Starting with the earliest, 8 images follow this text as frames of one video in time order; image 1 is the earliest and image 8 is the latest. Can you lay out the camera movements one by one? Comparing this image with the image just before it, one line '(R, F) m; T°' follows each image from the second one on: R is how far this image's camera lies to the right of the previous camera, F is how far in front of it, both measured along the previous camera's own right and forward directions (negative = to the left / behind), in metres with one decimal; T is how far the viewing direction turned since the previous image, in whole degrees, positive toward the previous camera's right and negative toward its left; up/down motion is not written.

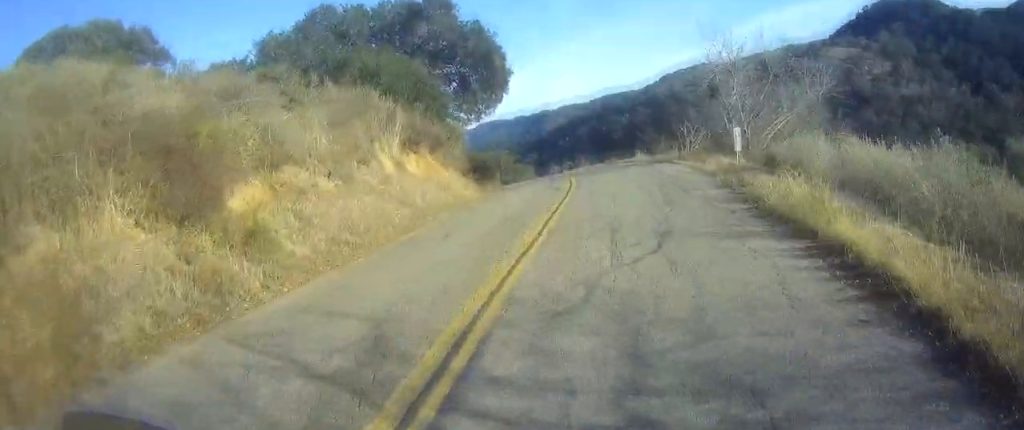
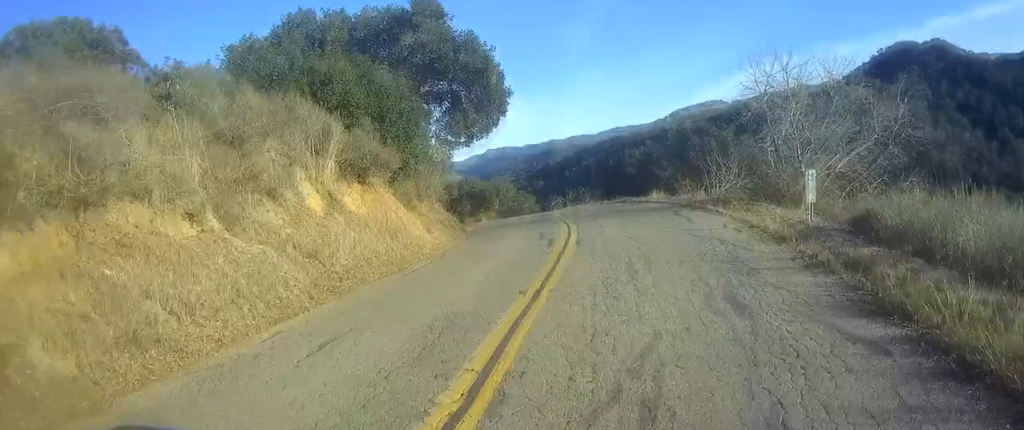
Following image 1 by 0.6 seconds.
(+0.4, +5.9) m; +7°
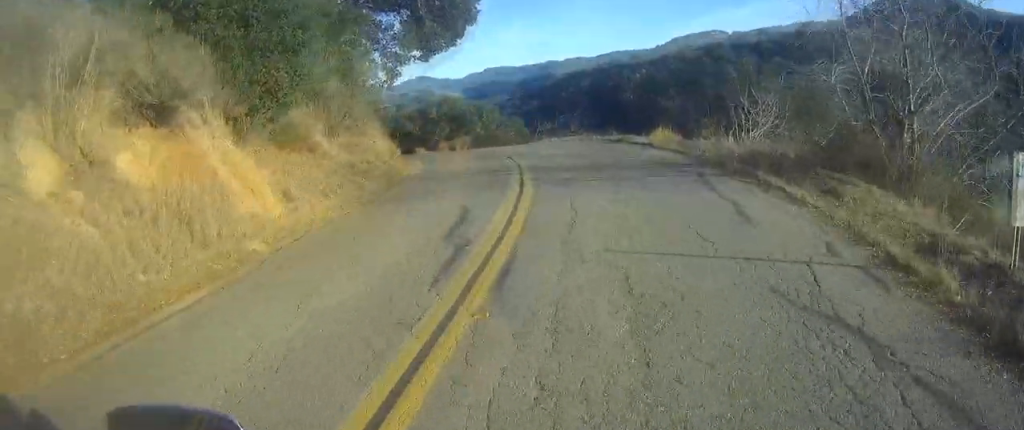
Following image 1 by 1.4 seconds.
(+0.5, +7.6) m; +5°
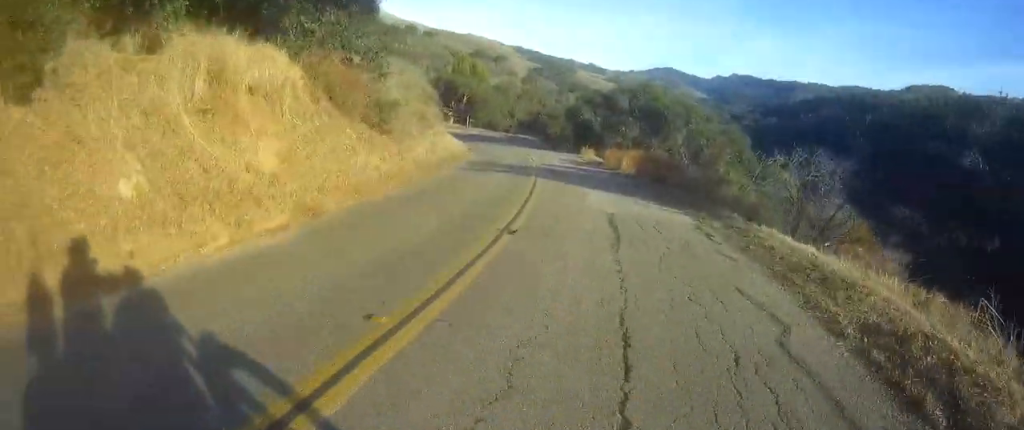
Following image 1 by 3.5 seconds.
(-1.1, +21.4) m; -10°
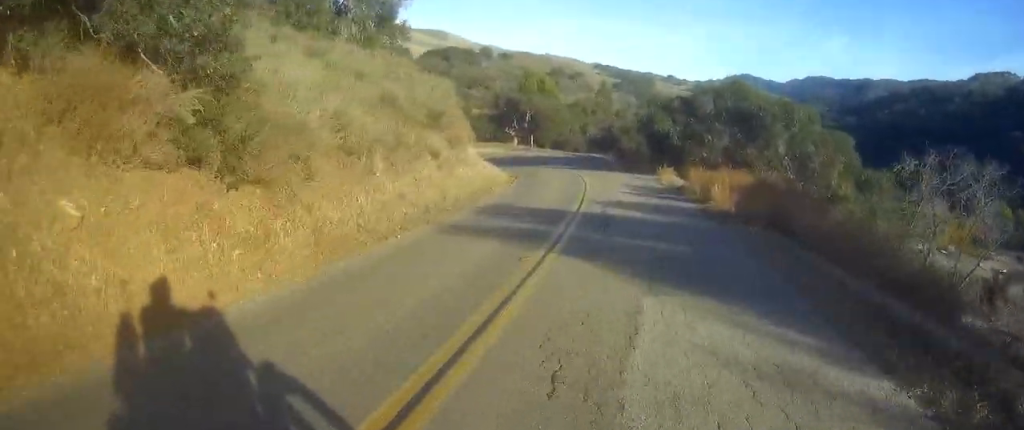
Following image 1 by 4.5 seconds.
(-0.2, +10.4) m; -11°
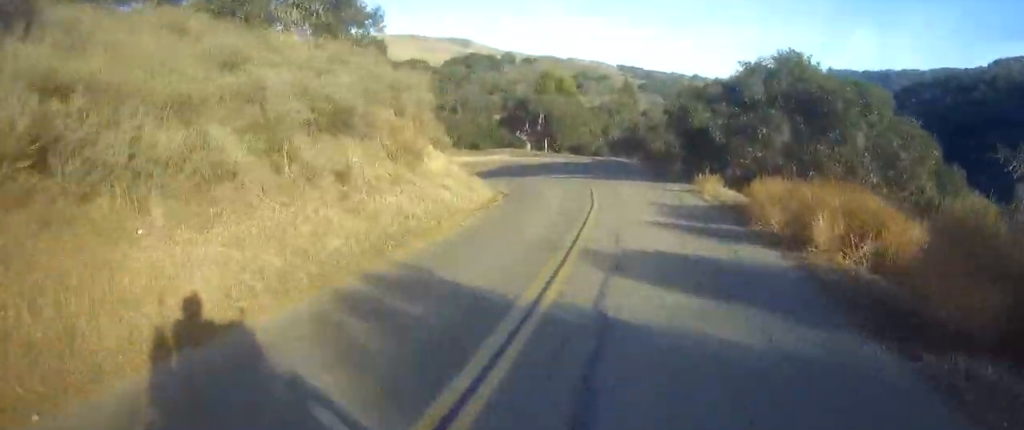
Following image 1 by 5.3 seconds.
(-1.5, +9.2) m; -9°
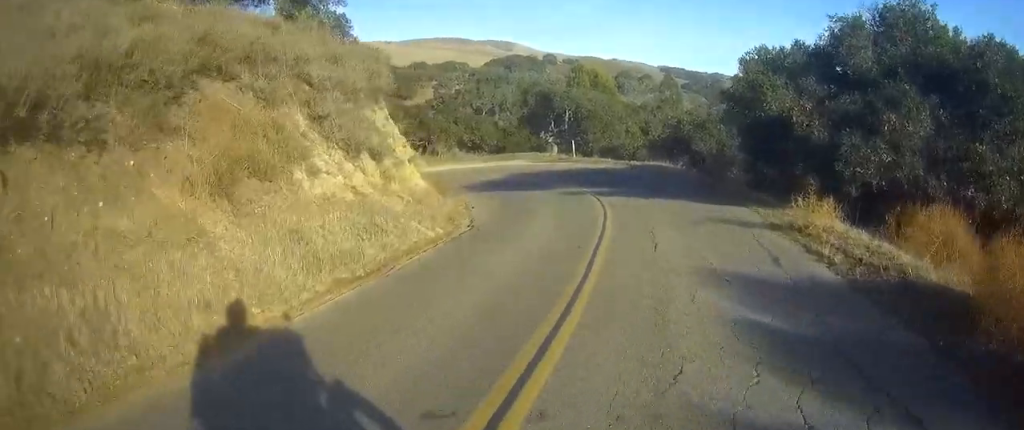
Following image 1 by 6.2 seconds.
(-0.4, +10.5) m; -3°
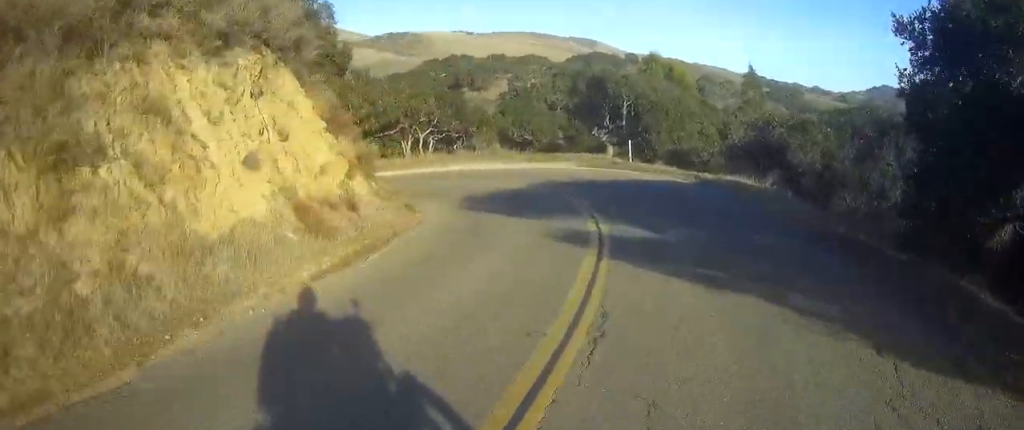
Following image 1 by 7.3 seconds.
(-0.1, +12.3) m; -5°
